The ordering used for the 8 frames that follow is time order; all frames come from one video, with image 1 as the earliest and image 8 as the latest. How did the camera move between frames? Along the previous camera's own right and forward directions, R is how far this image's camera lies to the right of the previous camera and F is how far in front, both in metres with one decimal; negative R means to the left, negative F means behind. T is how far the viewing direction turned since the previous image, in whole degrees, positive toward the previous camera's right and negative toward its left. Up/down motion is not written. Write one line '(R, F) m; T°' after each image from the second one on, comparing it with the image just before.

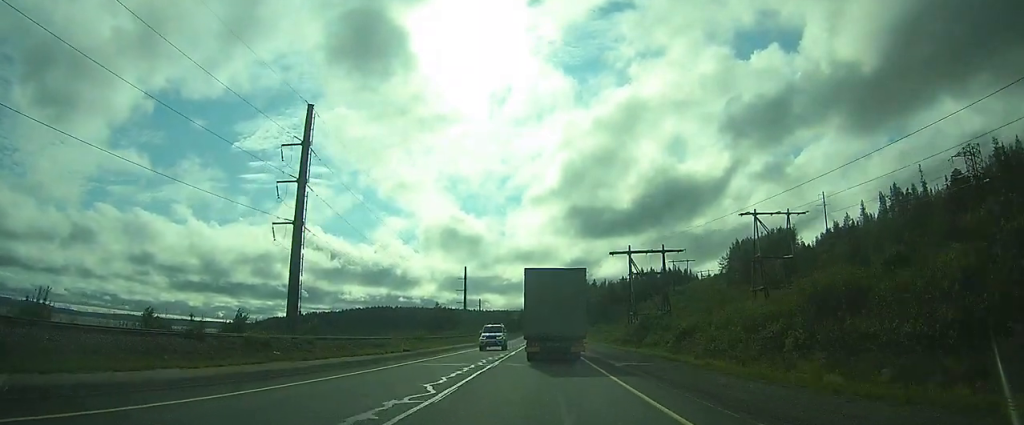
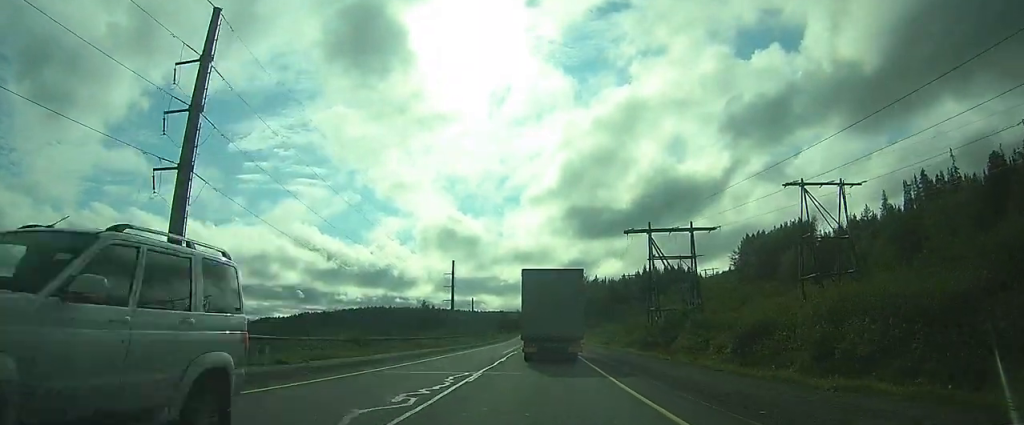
(0.0, +18.6) m; 0°
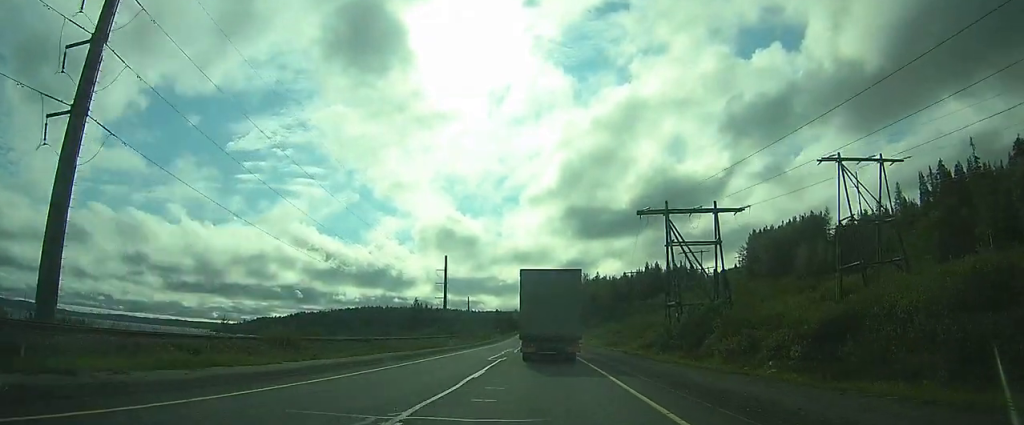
(0.0, +10.4) m; 0°
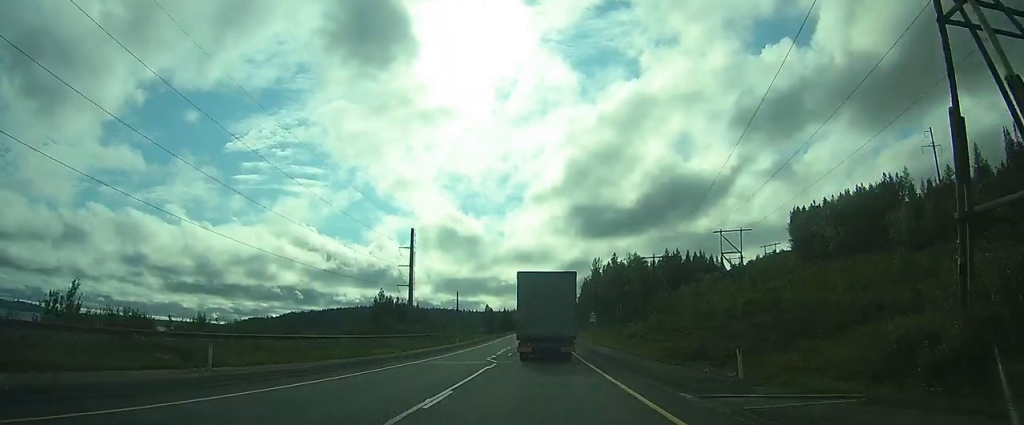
(+0.3, +43.2) m; 0°
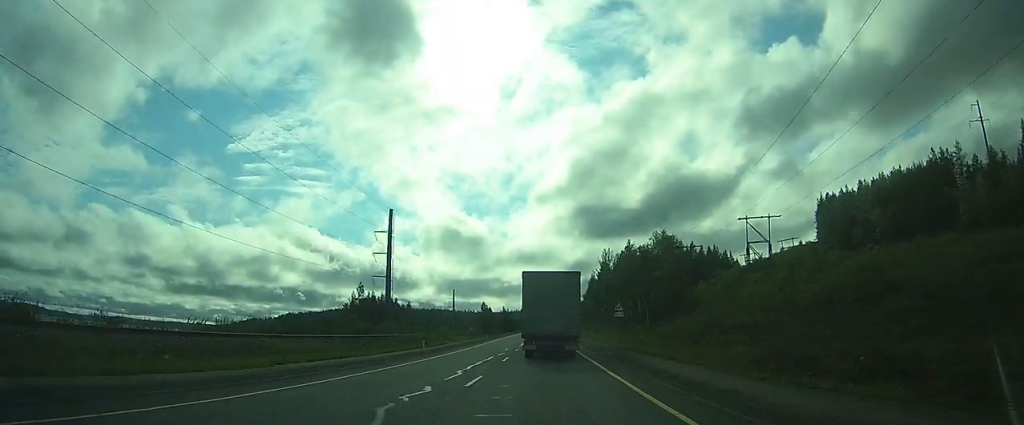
(0.0, +20.1) m; 0°
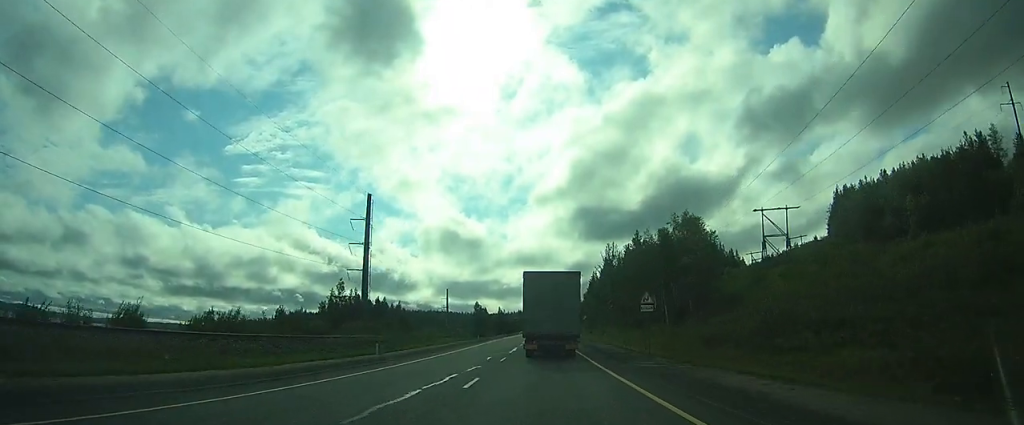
(0.0, +12.7) m; 0°
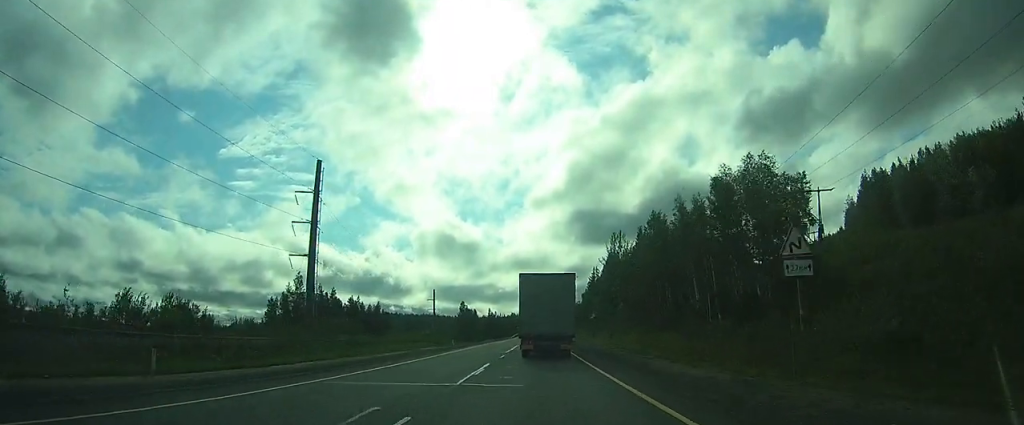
(-0.1, +20.1) m; 0°
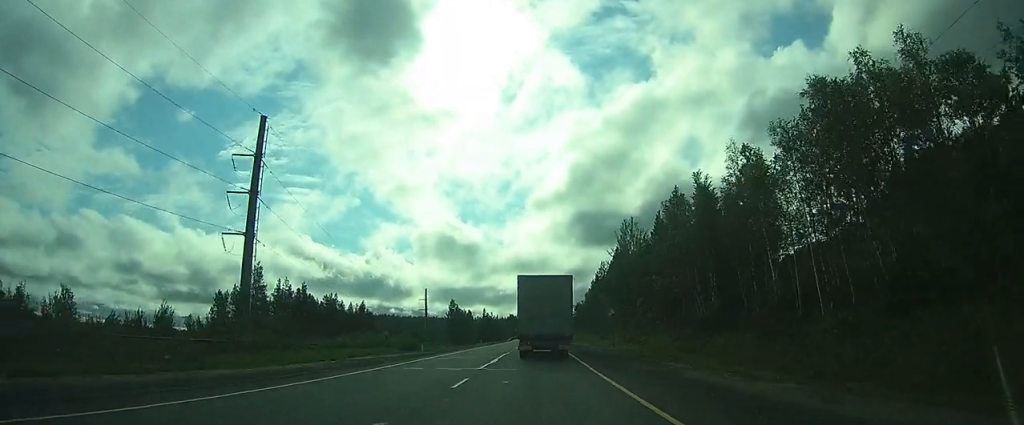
(-0.1, +16.4) m; 0°
